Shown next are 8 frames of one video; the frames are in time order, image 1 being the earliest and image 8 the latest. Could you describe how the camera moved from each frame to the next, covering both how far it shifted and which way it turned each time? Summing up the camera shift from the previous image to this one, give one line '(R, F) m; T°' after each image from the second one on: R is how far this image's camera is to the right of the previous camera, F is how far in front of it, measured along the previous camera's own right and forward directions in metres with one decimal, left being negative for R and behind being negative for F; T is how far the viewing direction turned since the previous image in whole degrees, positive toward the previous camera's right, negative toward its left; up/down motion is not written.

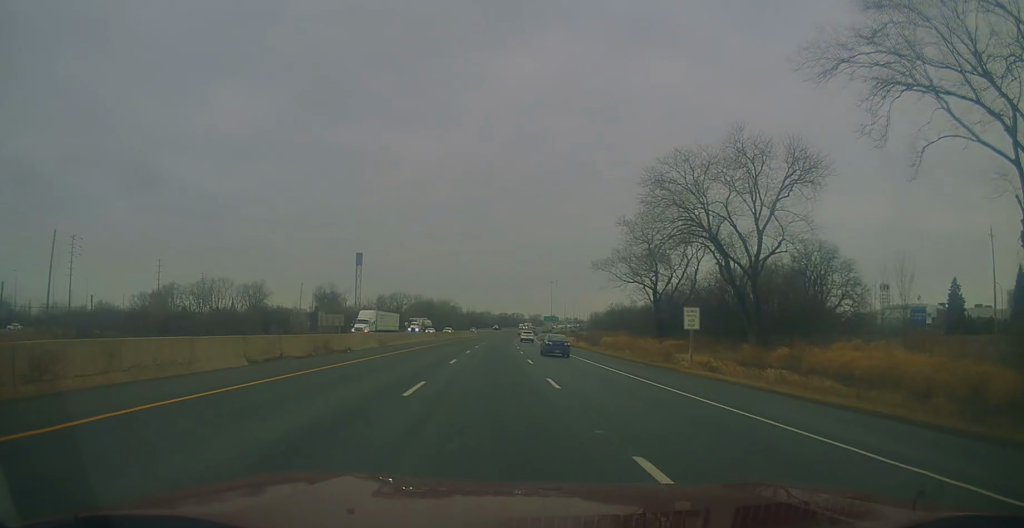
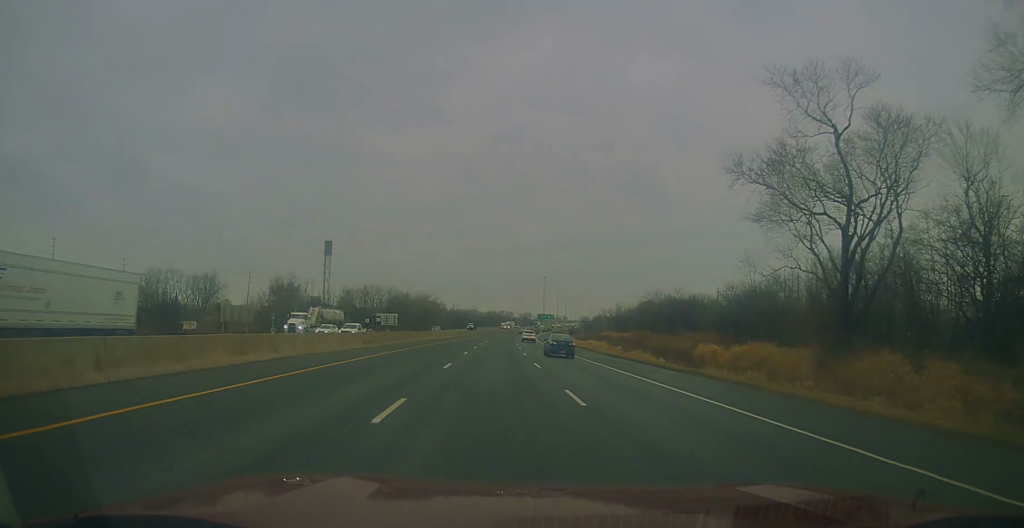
(+0.8, +40.8) m; +2°
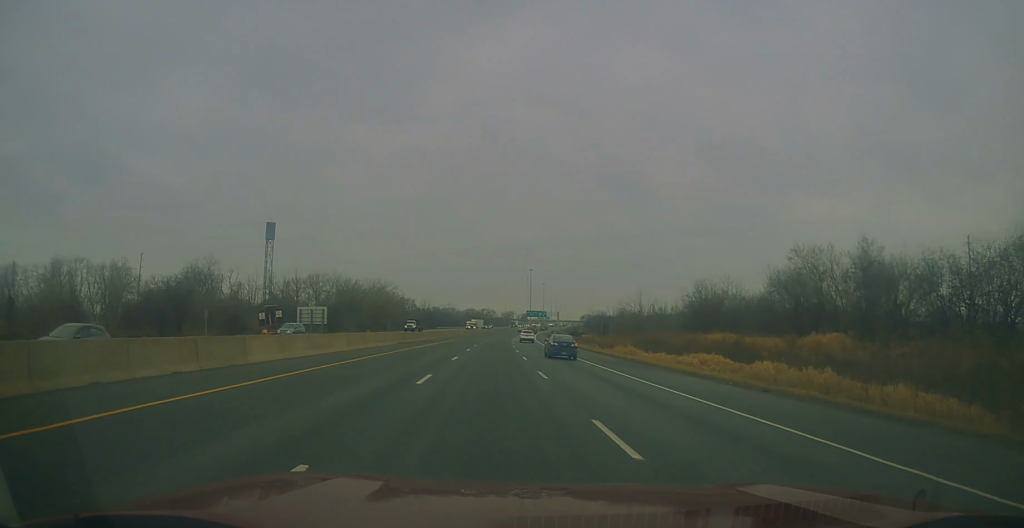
(+0.6, +54.6) m; 0°
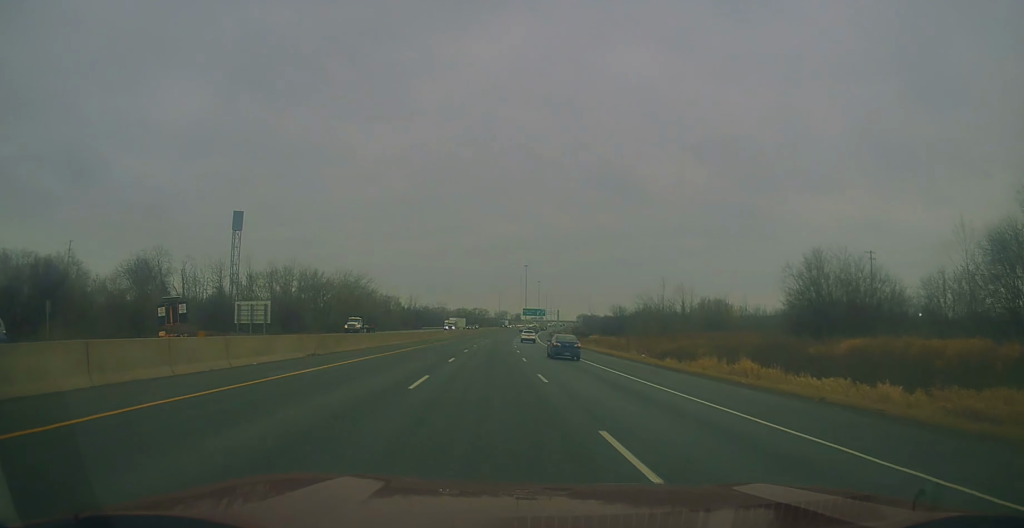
(-0.1, +25.7) m; +1°
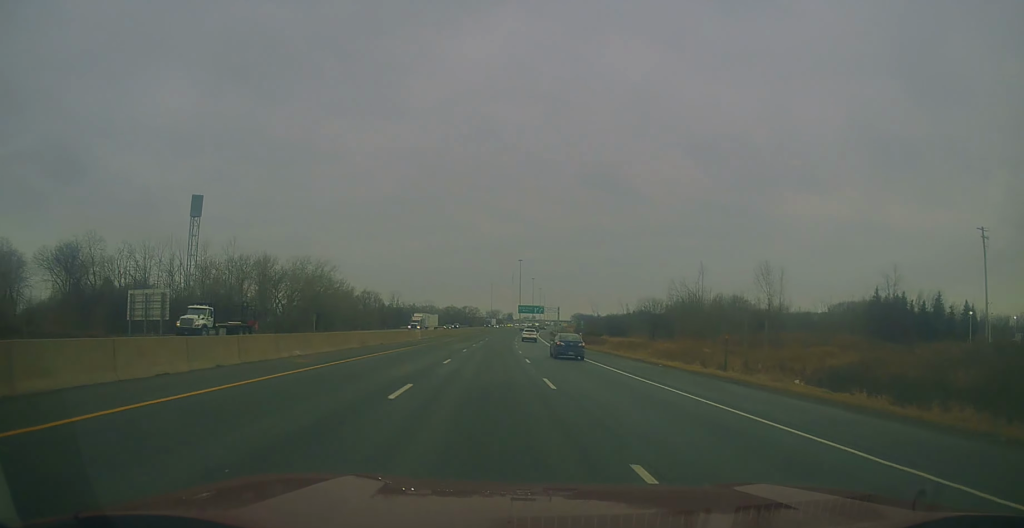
(+0.3, +26.7) m; +2°
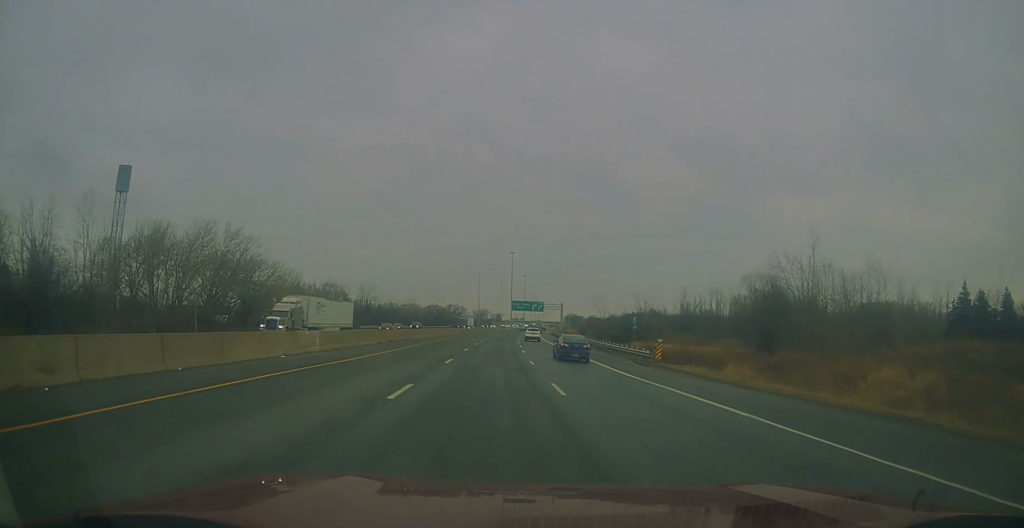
(+0.6, +37.5) m; +1°
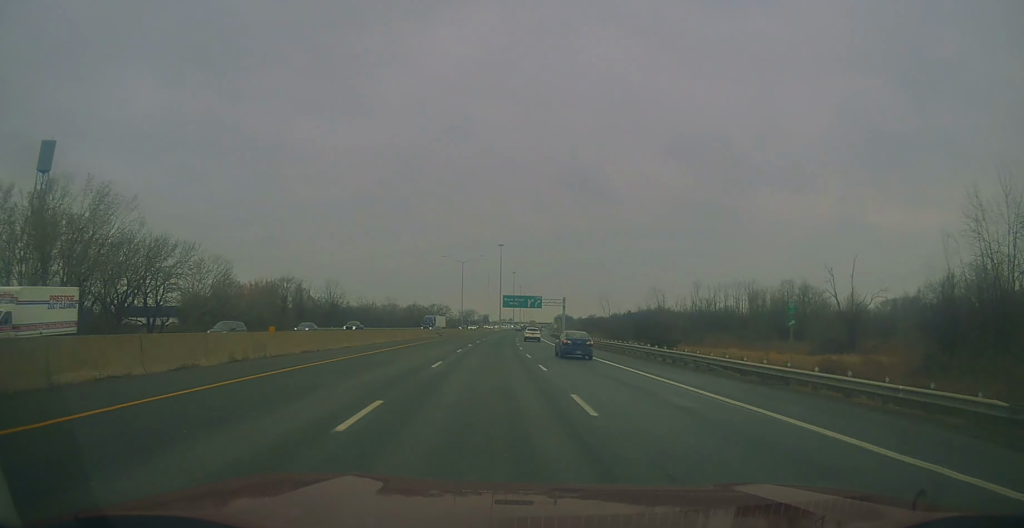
(+0.1, +29.1) m; +1°
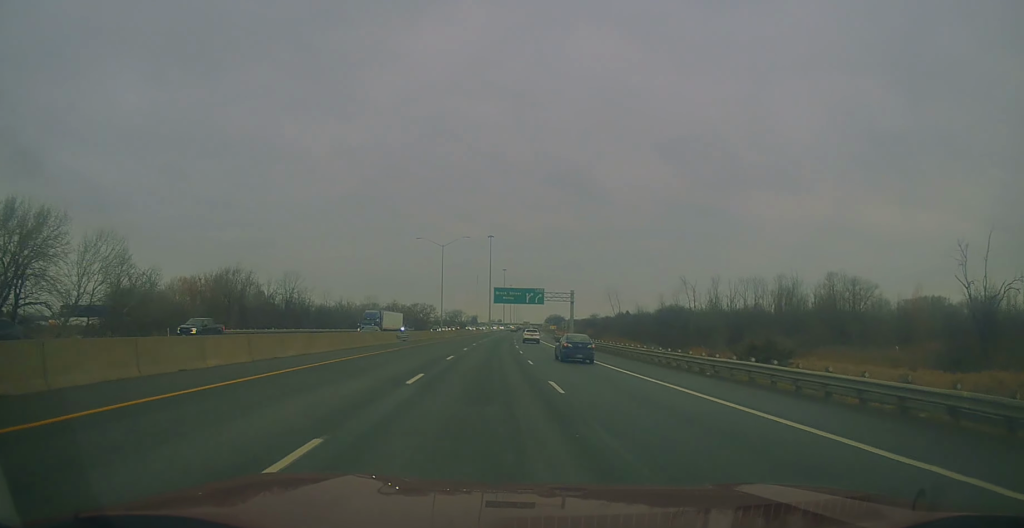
(+0.4, +28.0) m; +1°
